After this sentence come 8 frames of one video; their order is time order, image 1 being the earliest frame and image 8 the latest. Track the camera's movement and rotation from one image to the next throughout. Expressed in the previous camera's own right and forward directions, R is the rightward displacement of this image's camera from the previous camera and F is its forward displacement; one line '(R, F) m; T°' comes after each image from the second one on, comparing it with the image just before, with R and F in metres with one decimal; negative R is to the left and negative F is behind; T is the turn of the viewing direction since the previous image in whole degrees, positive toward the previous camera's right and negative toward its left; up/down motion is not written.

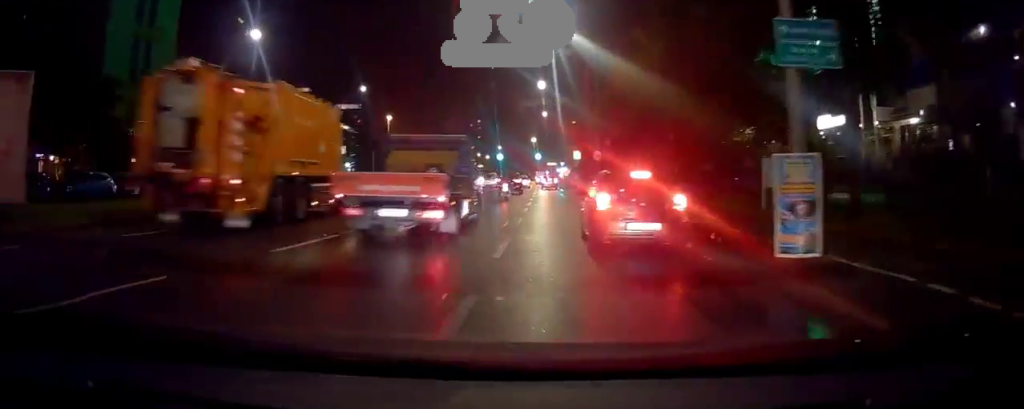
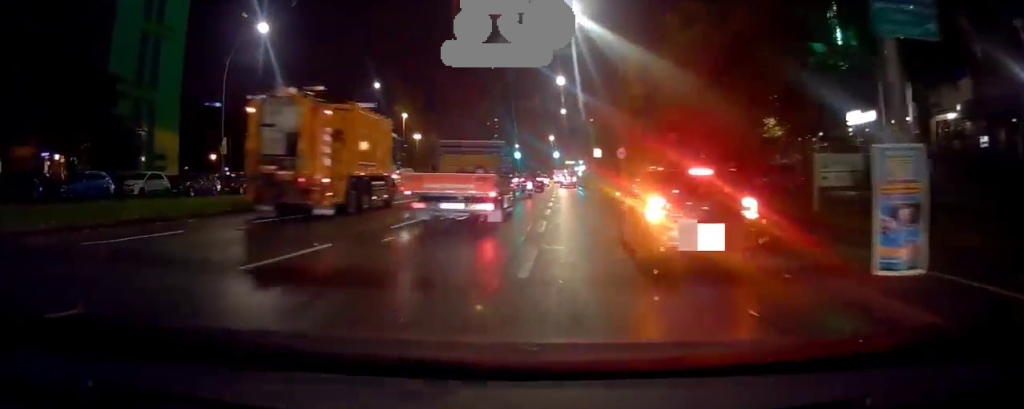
(0.0, +1.6) m; -3°
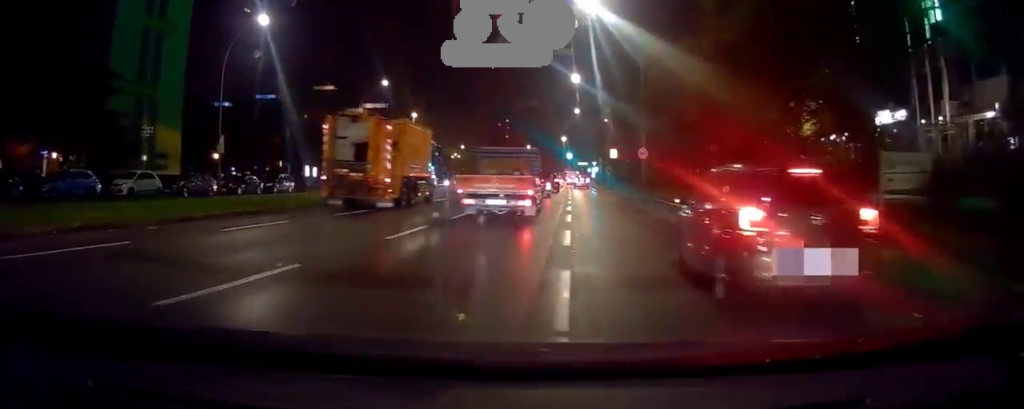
(-0.3, +1.8) m; +1°
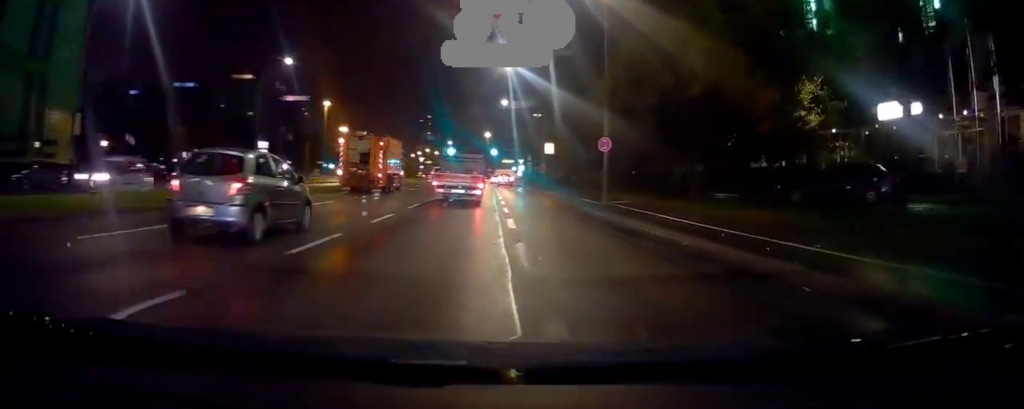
(+0.4, +6.6) m; +2°
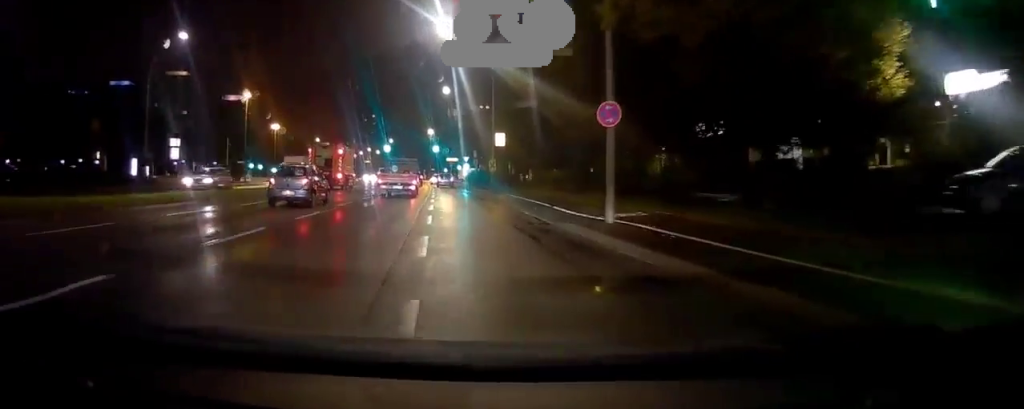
(+0.2, +8.5) m; +3°
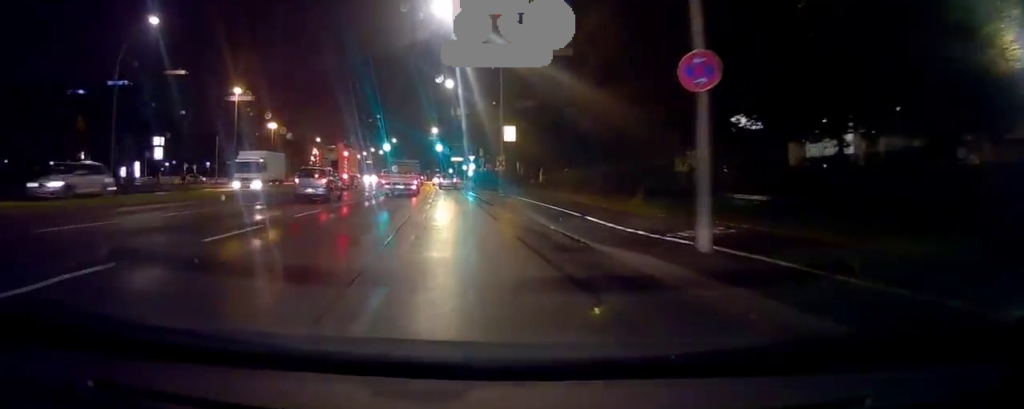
(0.0, +4.4) m; +1°
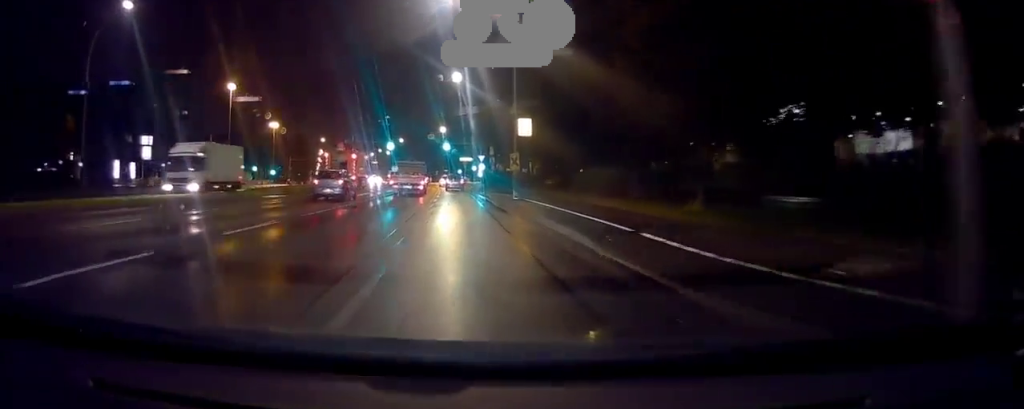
(-0.4, +3.8) m; 0°
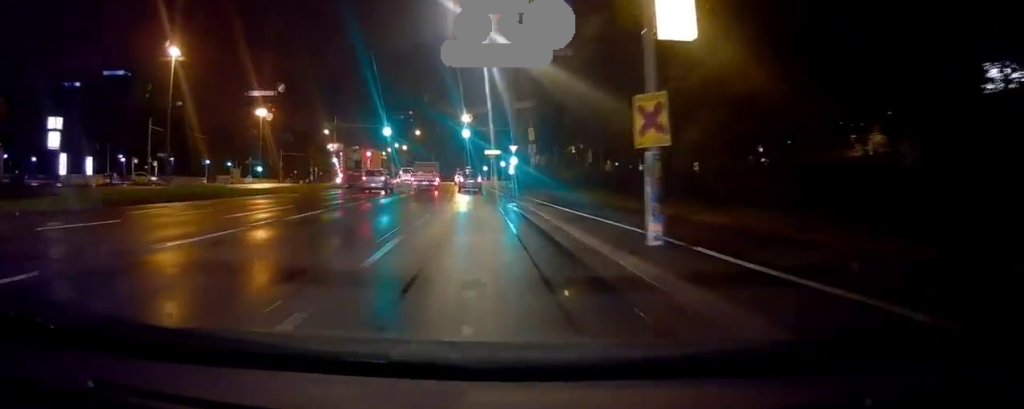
(+1.9, +18.2) m; +7°
